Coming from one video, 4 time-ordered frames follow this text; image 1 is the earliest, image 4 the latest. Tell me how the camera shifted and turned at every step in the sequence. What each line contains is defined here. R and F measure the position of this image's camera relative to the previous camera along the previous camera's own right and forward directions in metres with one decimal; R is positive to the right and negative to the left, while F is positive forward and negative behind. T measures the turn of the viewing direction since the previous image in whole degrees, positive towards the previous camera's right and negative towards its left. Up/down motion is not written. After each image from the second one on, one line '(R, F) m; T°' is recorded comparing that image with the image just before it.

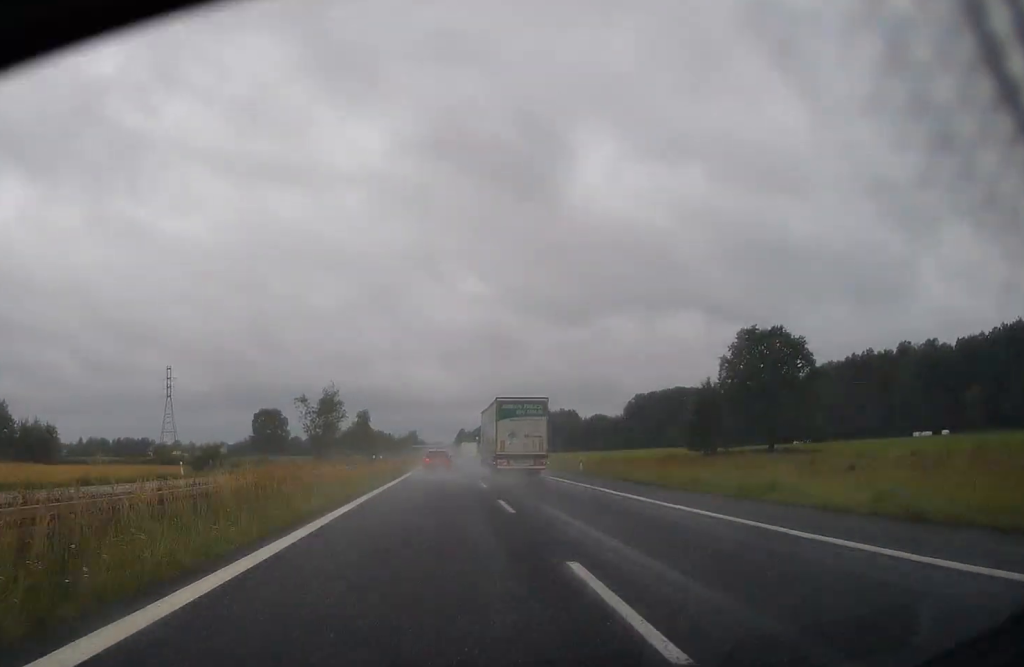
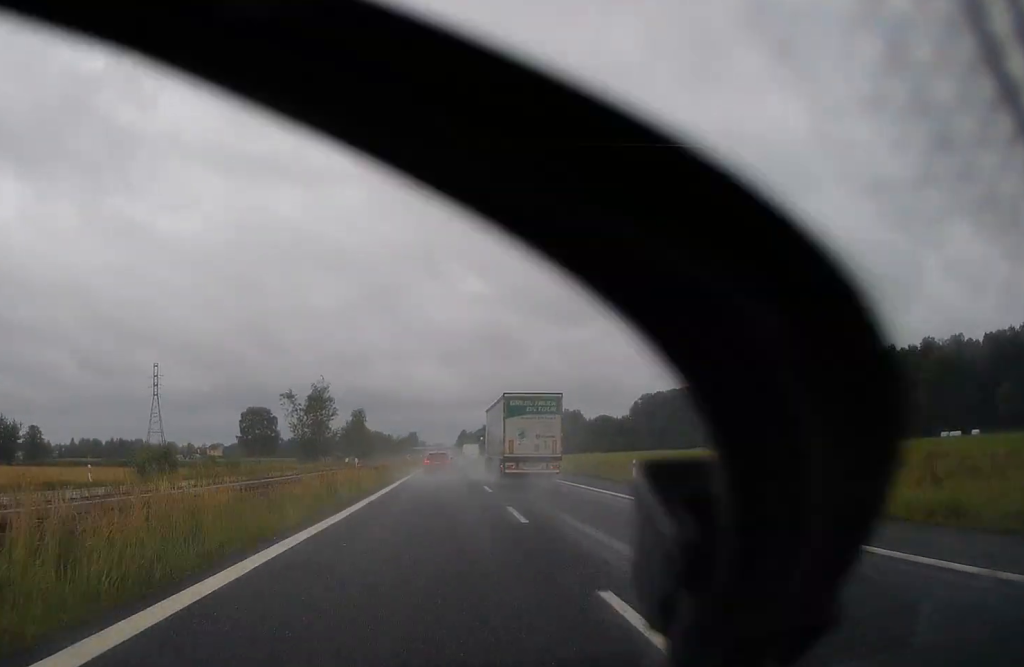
(+0.1, +13.6) m; 0°
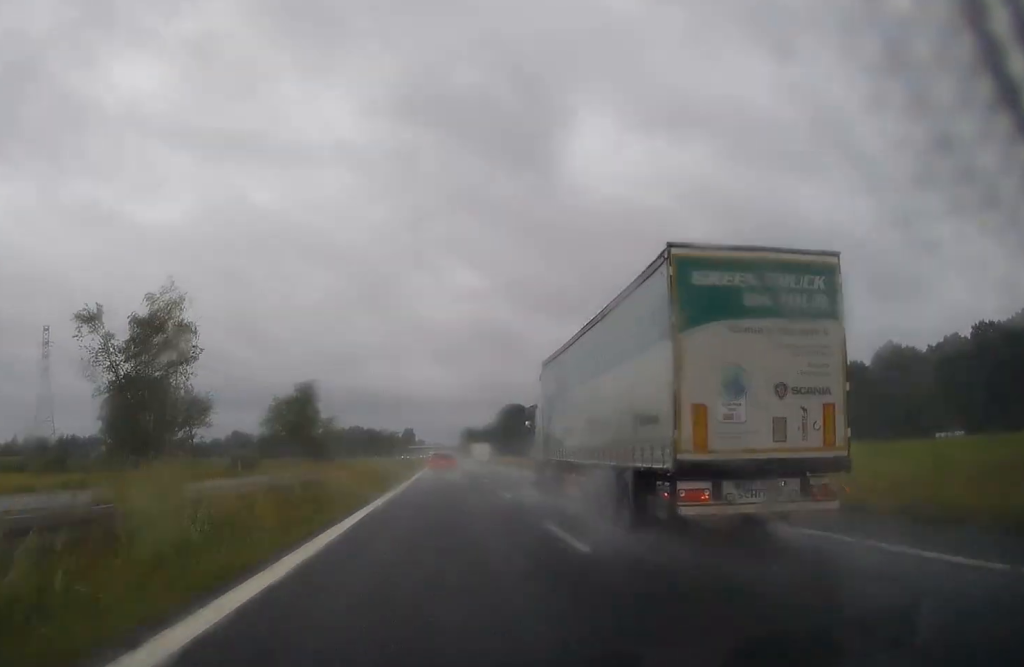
(-0.1, +75.1) m; 0°
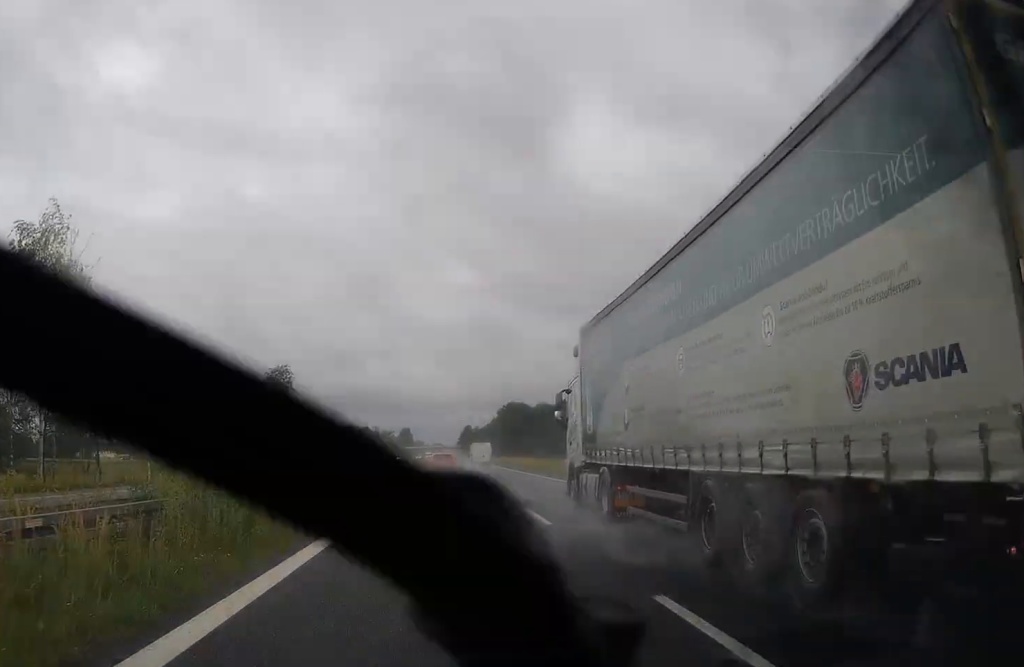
(-0.2, +19.4) m; 0°
